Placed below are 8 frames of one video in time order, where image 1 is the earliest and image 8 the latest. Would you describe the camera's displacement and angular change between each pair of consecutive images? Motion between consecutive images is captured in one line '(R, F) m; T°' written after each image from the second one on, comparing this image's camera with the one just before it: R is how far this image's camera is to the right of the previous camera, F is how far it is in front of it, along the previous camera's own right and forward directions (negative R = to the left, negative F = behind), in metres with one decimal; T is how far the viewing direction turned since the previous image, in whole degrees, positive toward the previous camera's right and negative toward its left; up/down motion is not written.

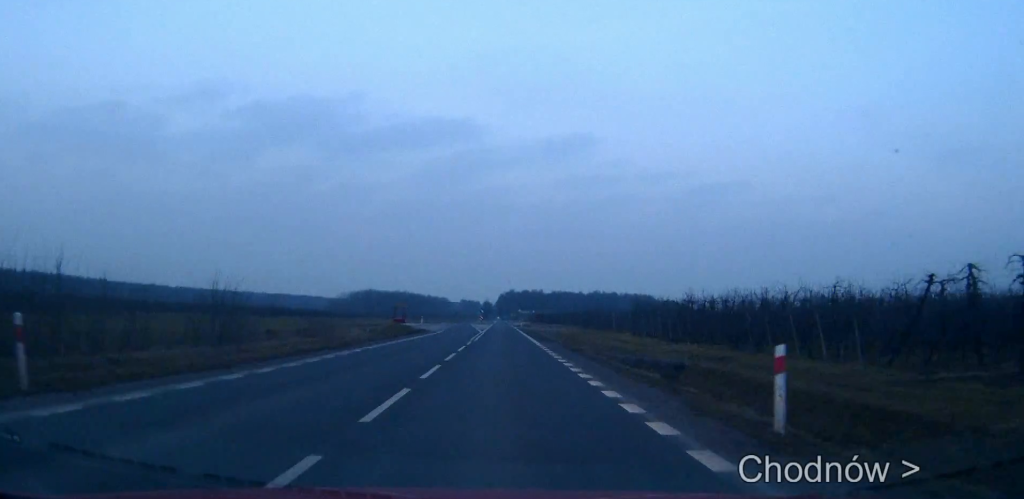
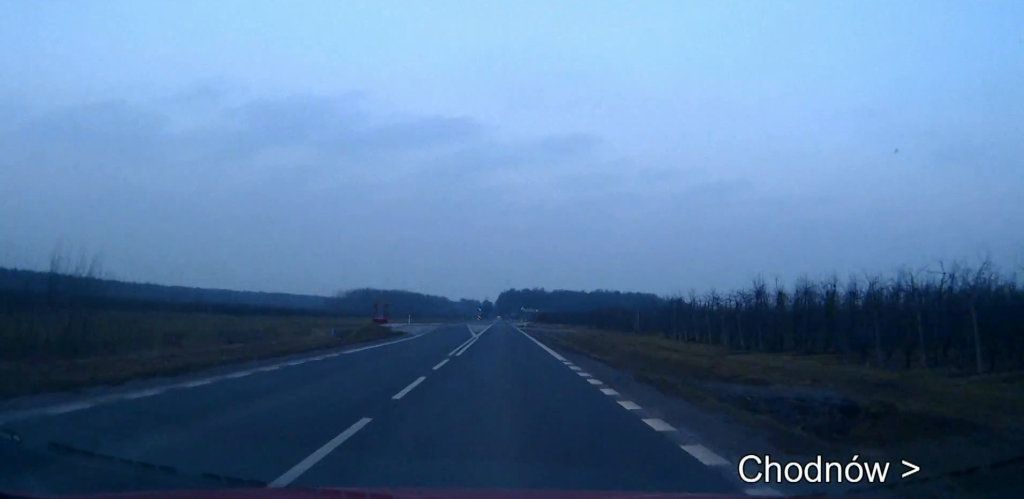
(0.0, +15.6) m; 0°
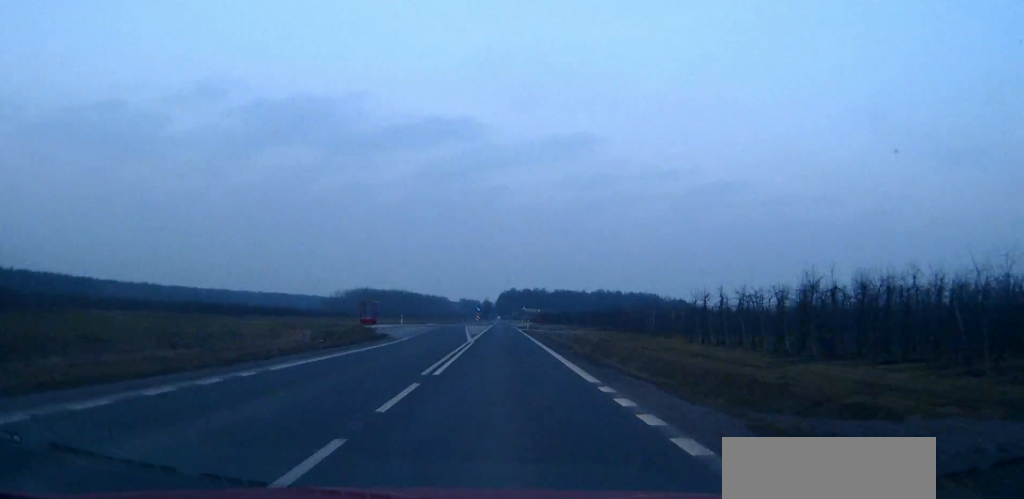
(0.0, +7.5) m; 0°
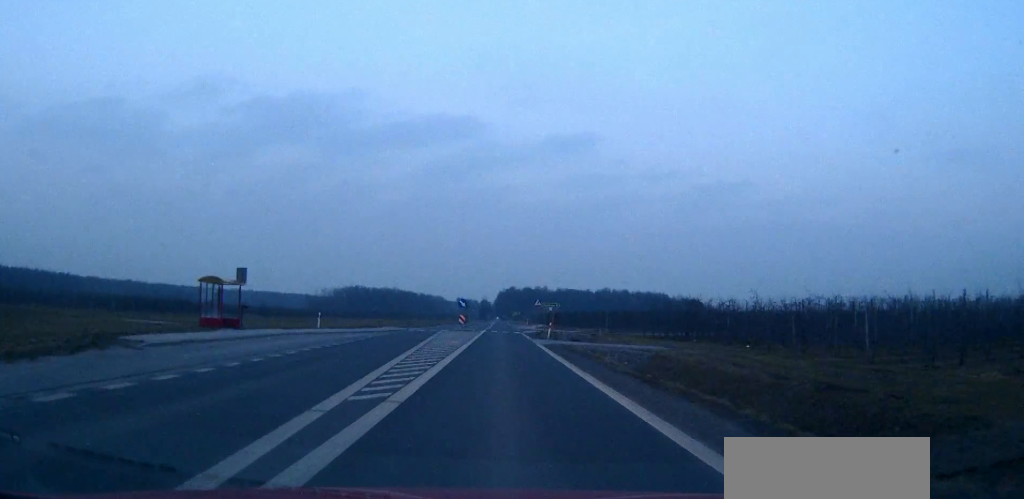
(-0.1, +40.5) m; 0°
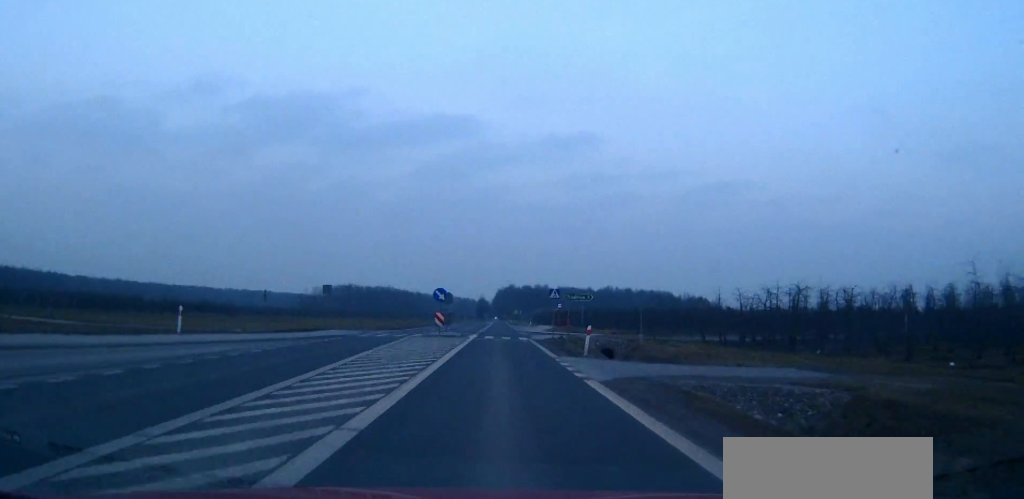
(+0.1, +21.9) m; 0°
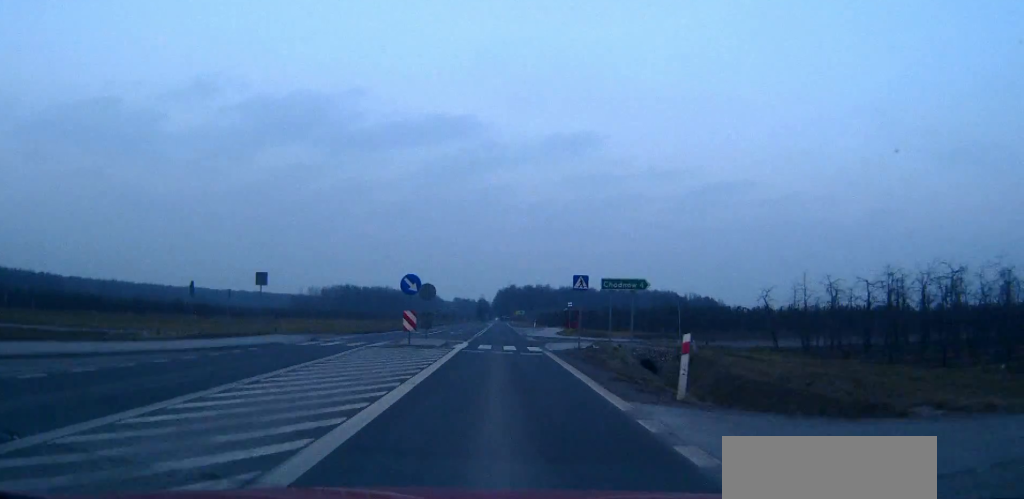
(0.0, +13.8) m; 0°
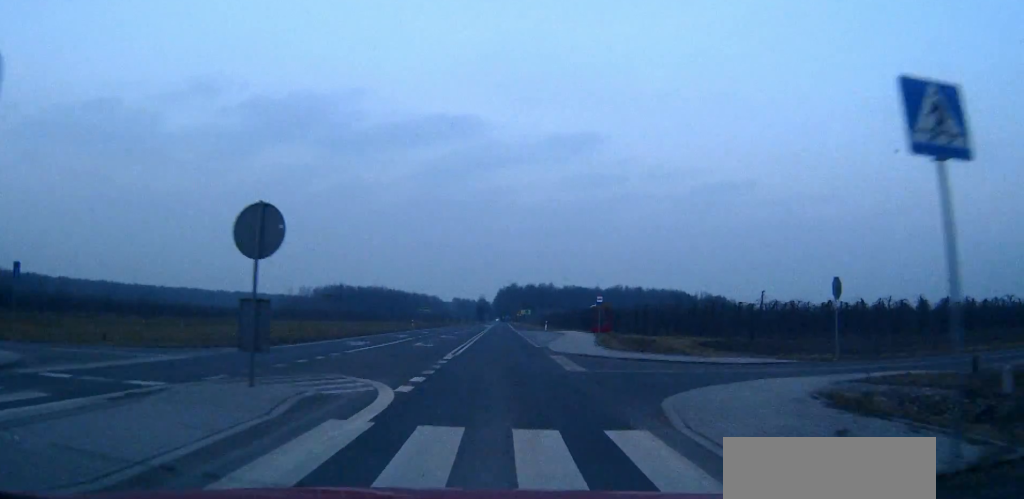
(0.0, +24.7) m; 0°
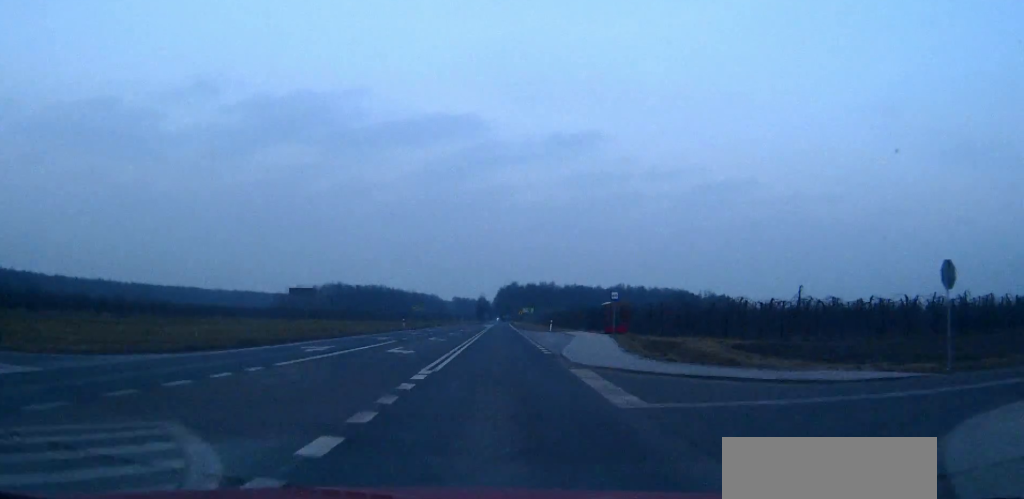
(0.0, +7.7) m; 0°
